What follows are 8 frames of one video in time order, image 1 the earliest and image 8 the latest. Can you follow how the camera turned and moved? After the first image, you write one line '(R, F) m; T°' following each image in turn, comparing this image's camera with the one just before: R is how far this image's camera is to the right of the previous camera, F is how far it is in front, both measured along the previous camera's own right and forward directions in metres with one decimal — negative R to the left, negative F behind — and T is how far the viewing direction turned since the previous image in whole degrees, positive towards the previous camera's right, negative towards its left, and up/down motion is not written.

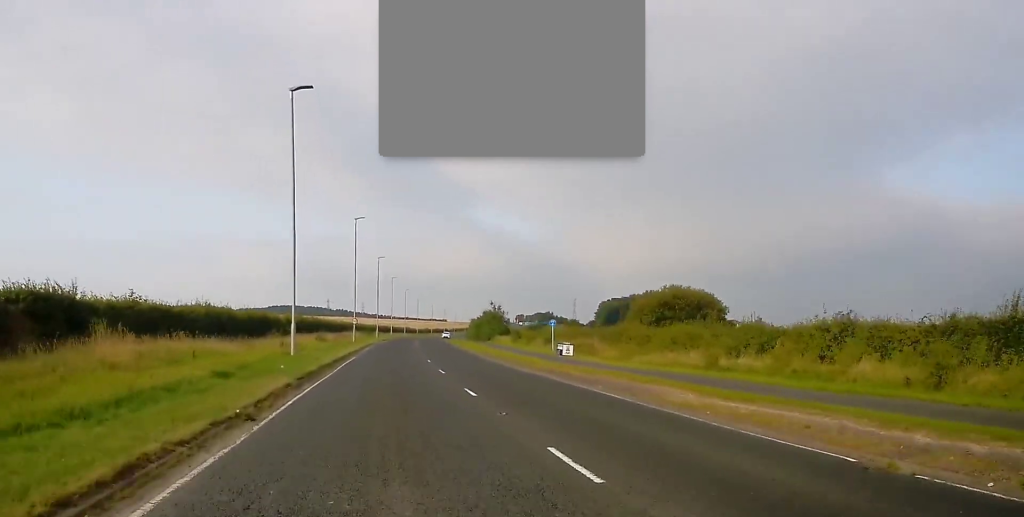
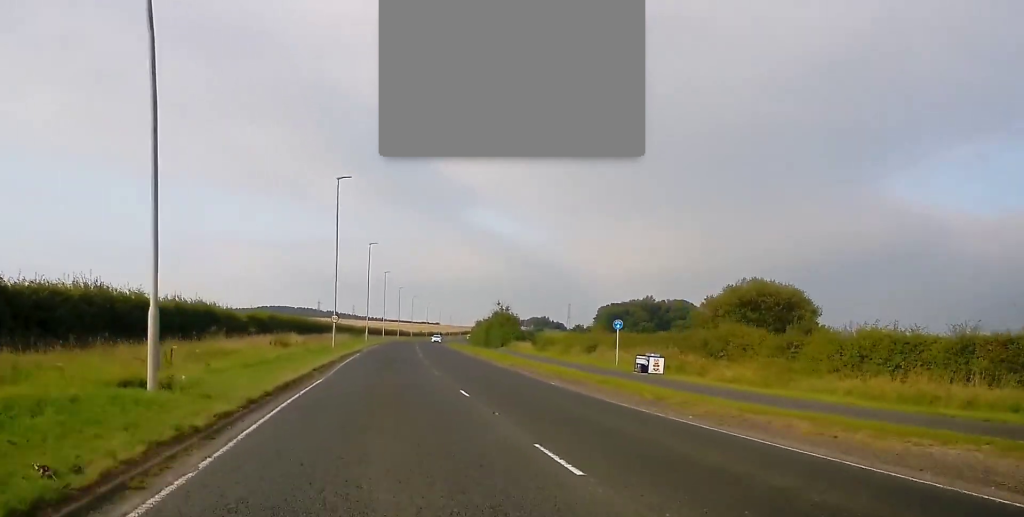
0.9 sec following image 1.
(+0.4, +17.0) m; +1°
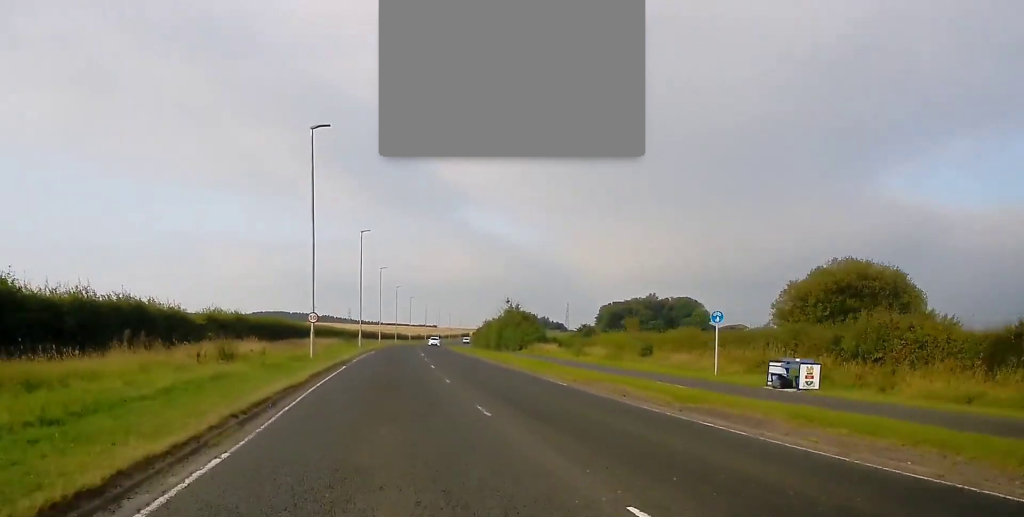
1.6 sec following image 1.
(-0.1, +12.6) m; 0°
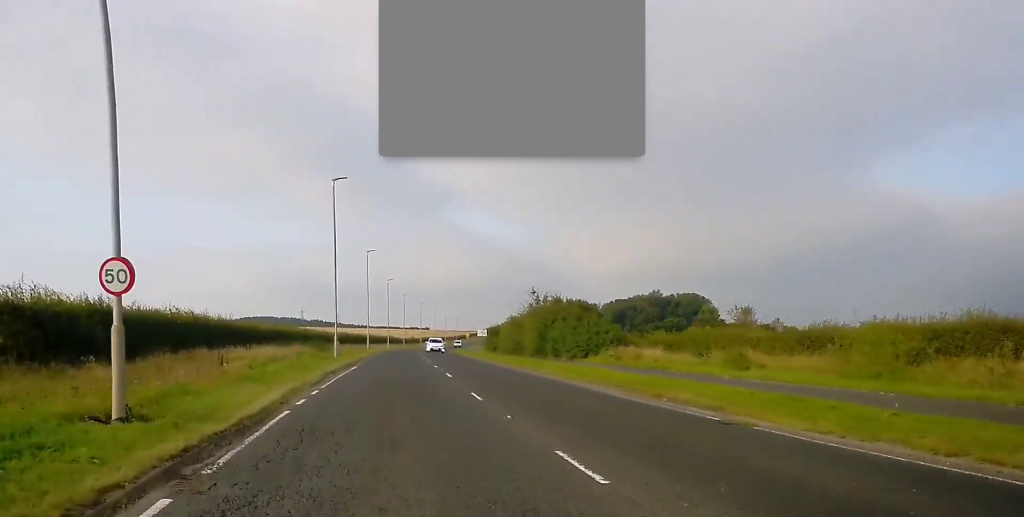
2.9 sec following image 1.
(+0.3, +24.4) m; +2°
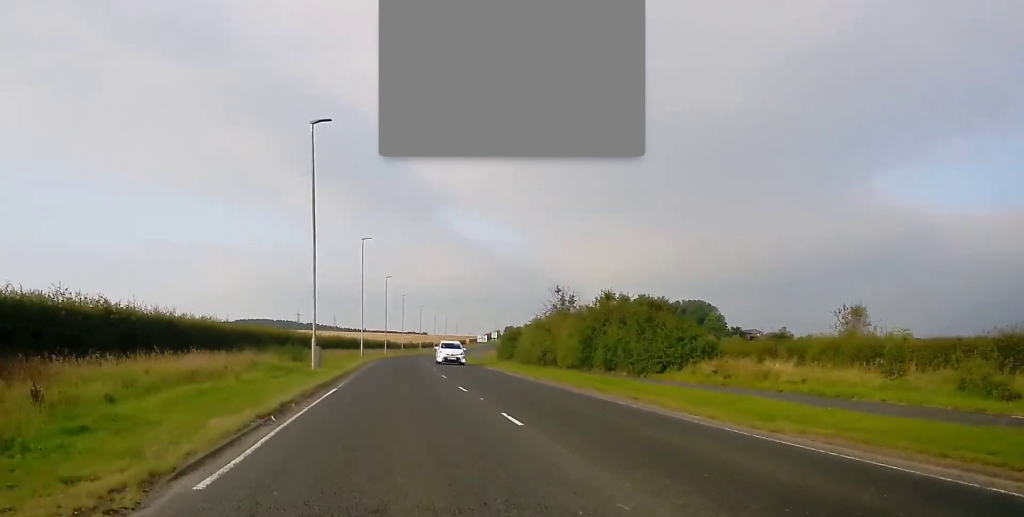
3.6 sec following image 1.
(+0.2, +12.5) m; 0°
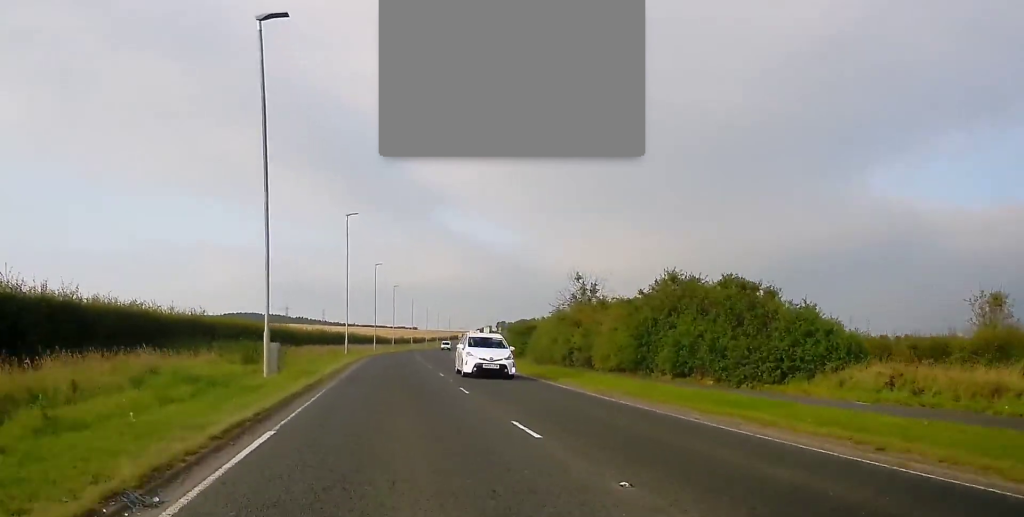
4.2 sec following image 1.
(0.0, +10.4) m; 0°
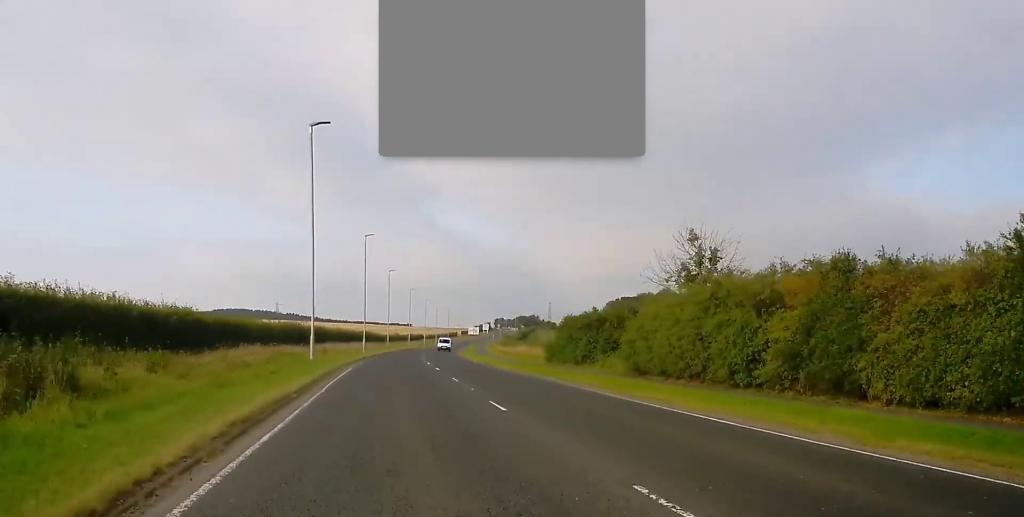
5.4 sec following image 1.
(+0.1, +23.2) m; 0°
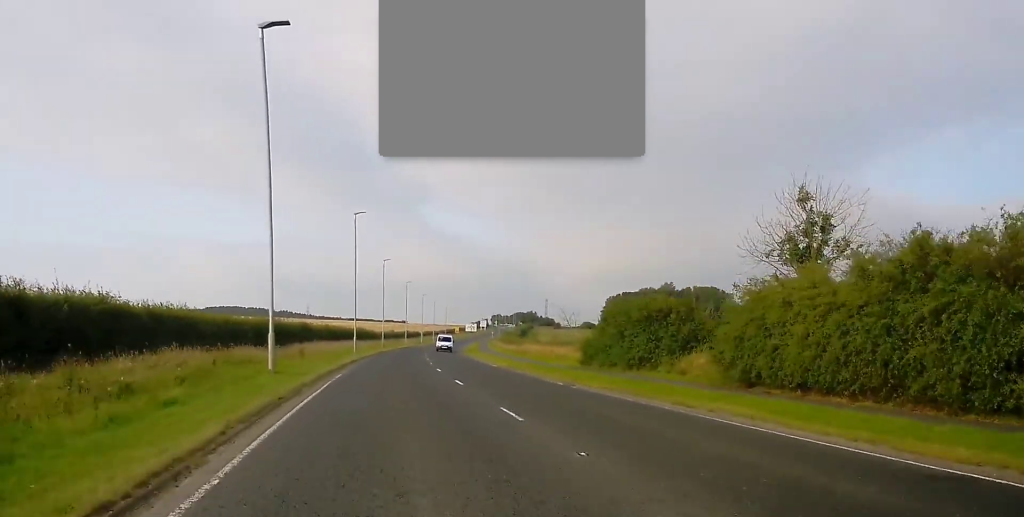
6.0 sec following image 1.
(0.0, +10.5) m; 0°
